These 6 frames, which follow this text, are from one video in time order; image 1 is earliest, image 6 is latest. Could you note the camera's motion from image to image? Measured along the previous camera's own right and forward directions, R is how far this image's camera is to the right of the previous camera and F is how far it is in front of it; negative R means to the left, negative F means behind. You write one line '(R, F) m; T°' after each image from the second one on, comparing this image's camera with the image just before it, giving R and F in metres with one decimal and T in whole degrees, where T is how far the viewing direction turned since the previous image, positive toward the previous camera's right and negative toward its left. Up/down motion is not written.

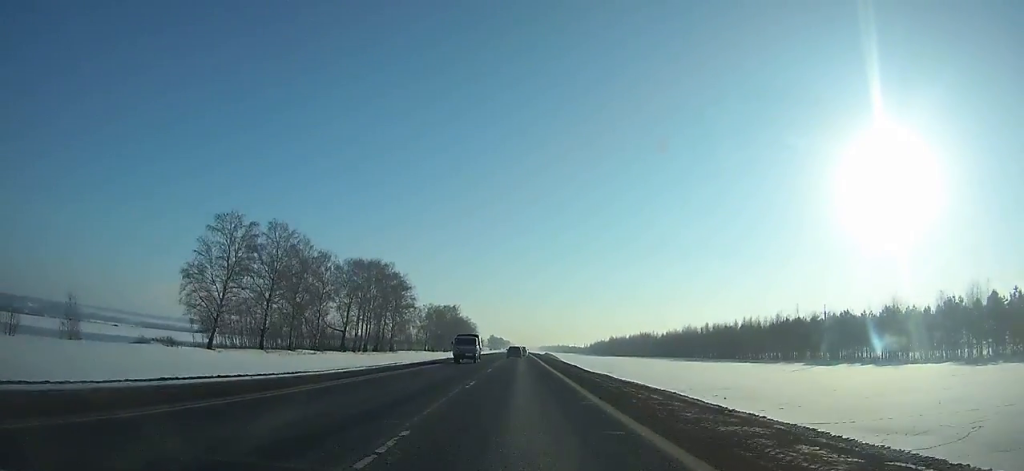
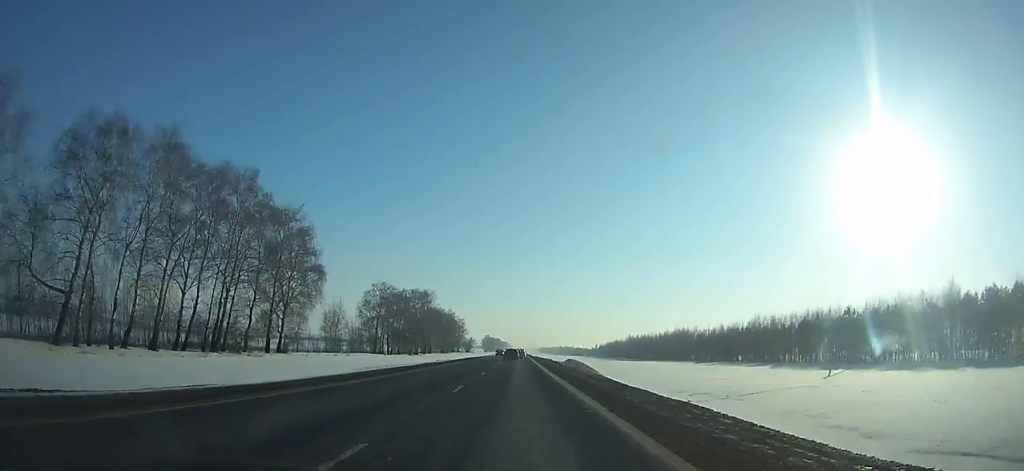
(0.0, +74.6) m; 0°
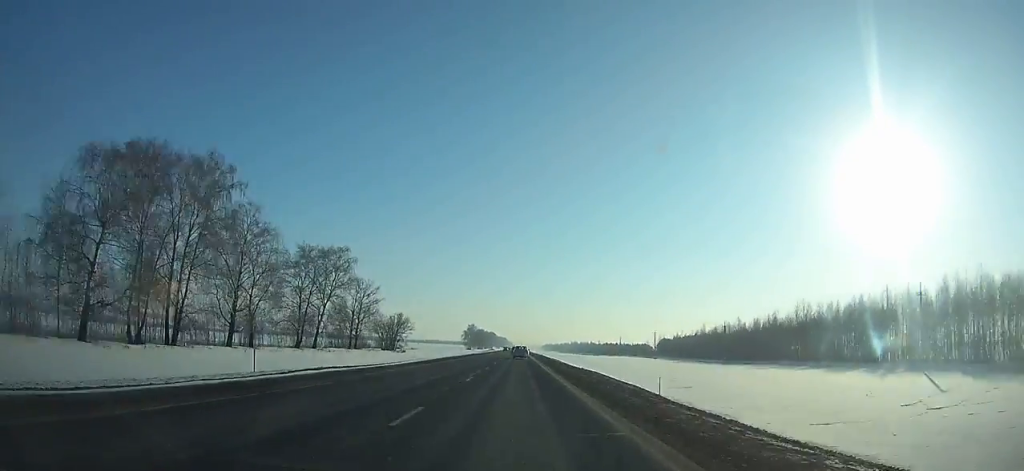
(+0.5, +212.2) m; 0°
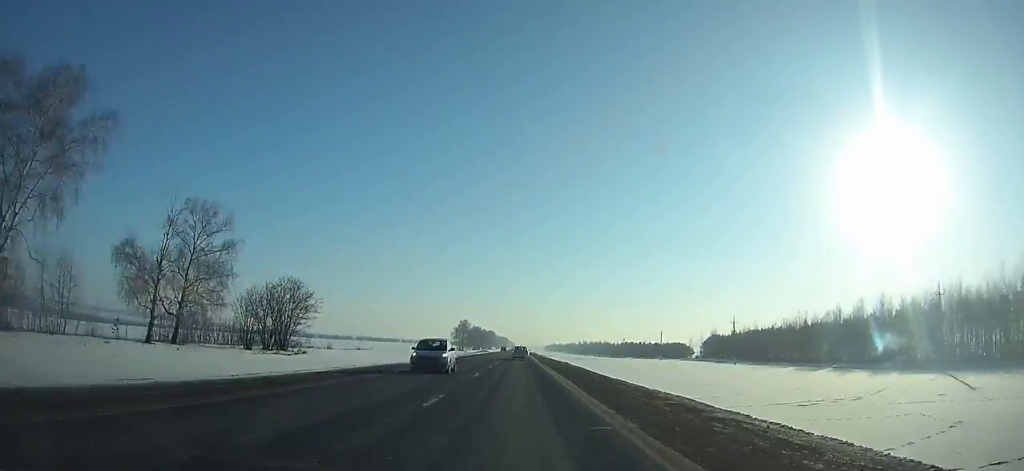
(-0.1, +70.1) m; 0°
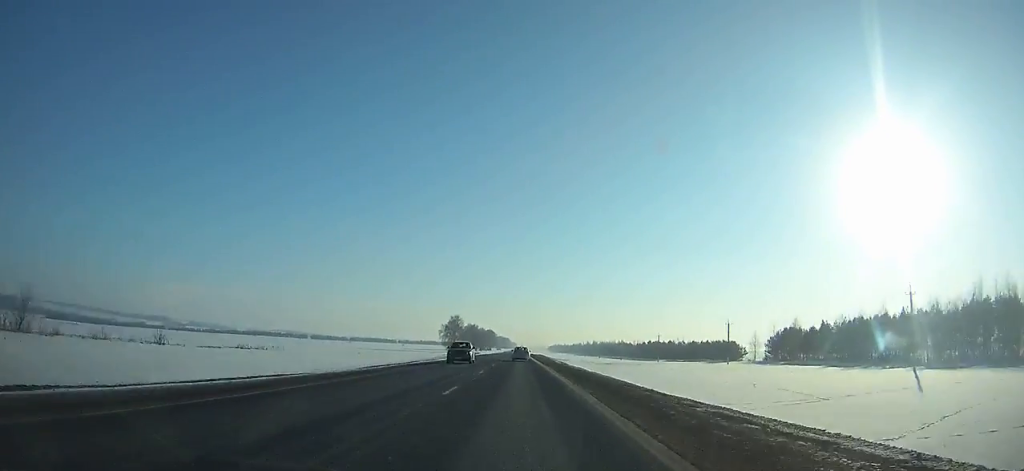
(0.0, +57.8) m; 0°
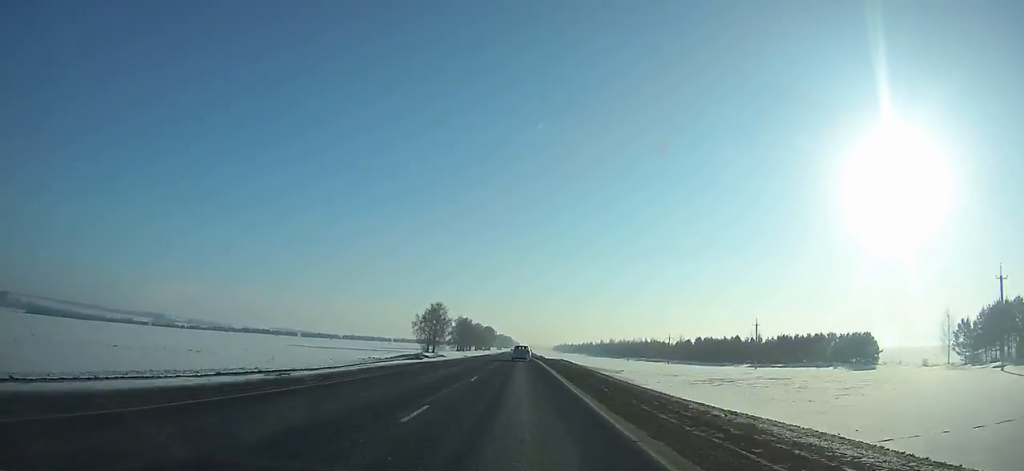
(0.0, +75.5) m; 0°
